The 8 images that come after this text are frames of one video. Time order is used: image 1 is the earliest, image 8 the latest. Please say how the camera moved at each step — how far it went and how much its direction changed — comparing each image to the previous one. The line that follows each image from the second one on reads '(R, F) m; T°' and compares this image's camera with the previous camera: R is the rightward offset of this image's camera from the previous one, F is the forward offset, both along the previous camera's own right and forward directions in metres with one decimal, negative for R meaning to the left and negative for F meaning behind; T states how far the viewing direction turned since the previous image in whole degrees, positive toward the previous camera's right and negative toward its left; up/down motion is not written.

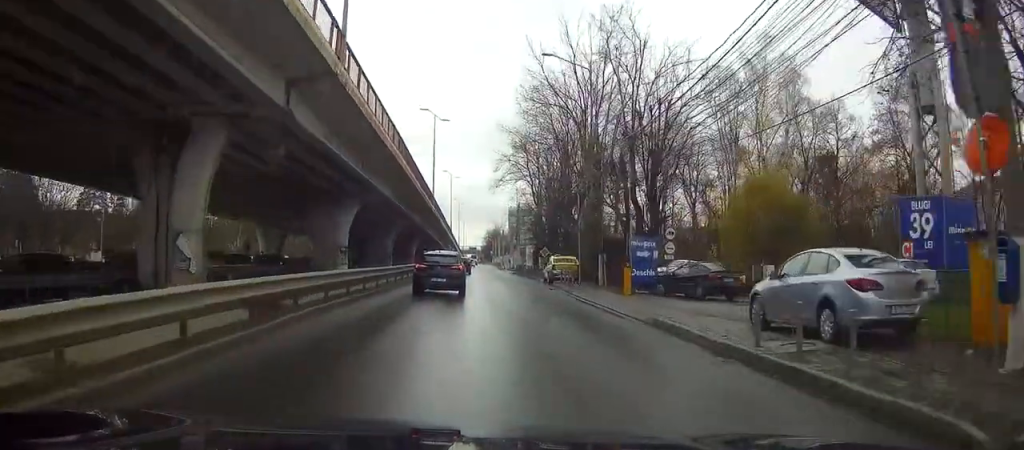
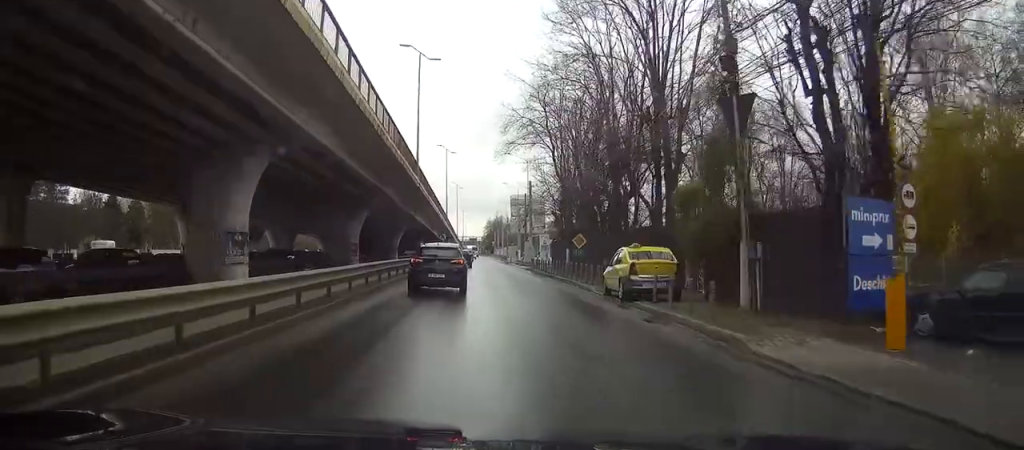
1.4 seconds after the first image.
(+0.2, +19.1) m; +1°
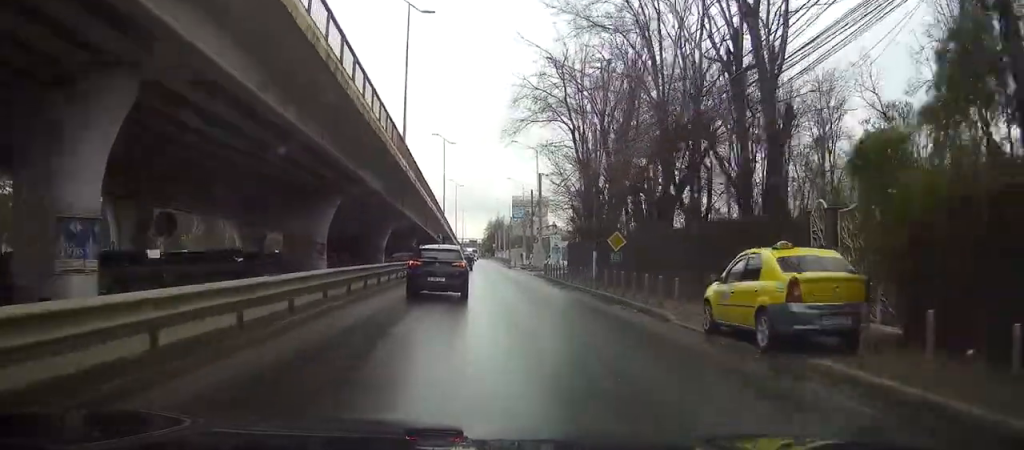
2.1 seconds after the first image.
(0.0, +10.2) m; 0°
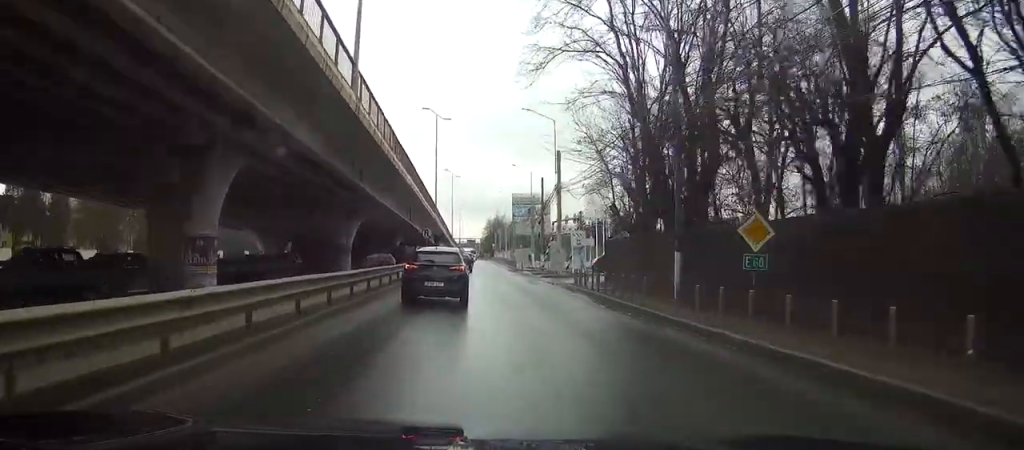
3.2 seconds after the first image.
(+0.1, +15.0) m; 0°
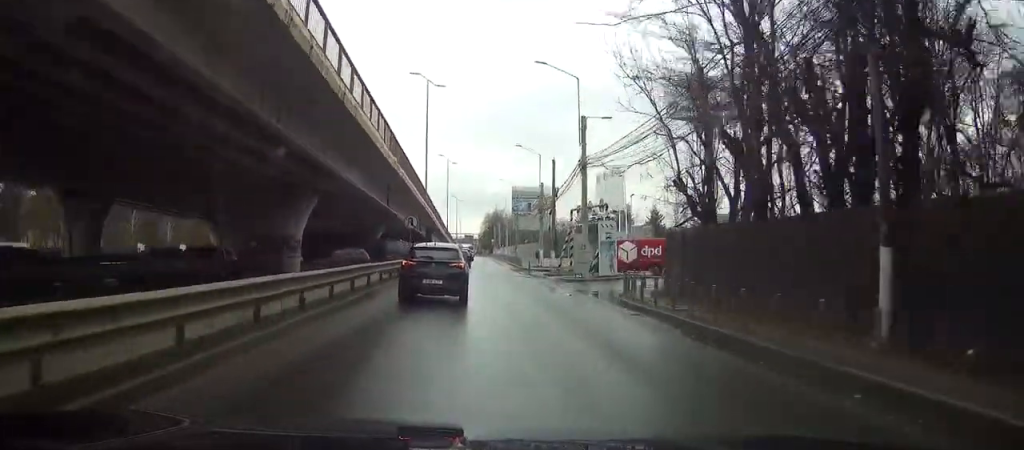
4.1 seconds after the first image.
(-0.1, +11.8) m; 0°
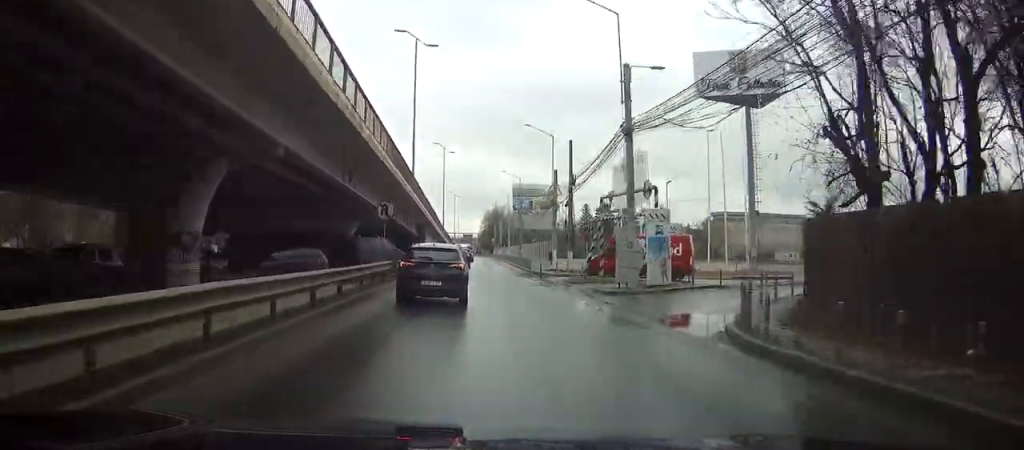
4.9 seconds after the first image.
(0.0, +11.4) m; 0°
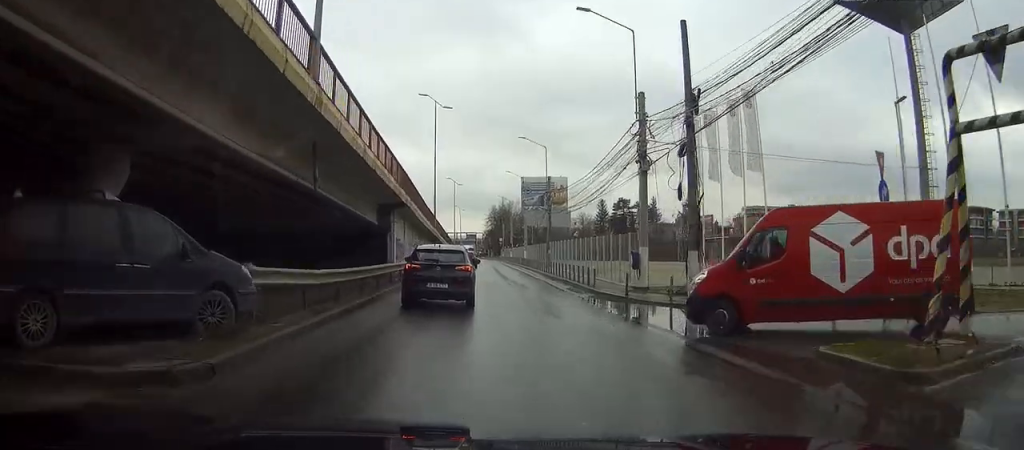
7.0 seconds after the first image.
(+0.2, +28.4) m; +1°
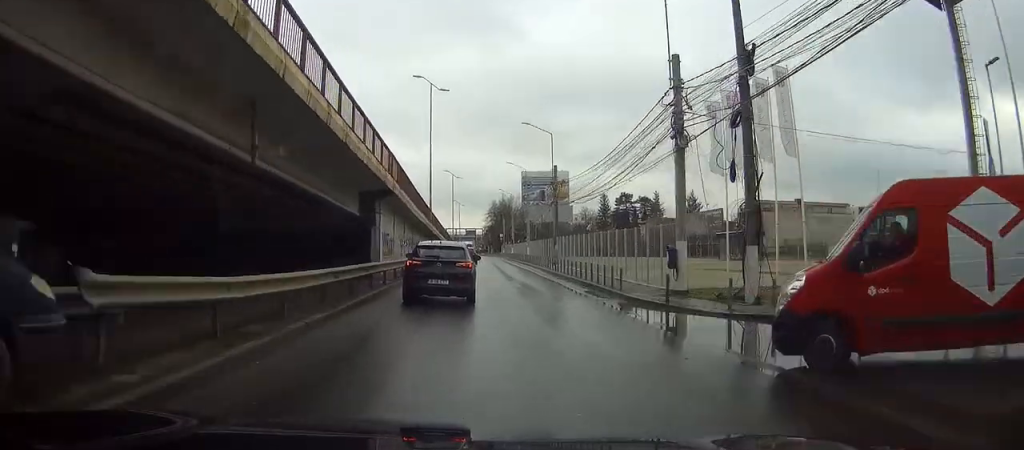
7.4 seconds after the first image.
(0.0, +5.3) m; 0°
